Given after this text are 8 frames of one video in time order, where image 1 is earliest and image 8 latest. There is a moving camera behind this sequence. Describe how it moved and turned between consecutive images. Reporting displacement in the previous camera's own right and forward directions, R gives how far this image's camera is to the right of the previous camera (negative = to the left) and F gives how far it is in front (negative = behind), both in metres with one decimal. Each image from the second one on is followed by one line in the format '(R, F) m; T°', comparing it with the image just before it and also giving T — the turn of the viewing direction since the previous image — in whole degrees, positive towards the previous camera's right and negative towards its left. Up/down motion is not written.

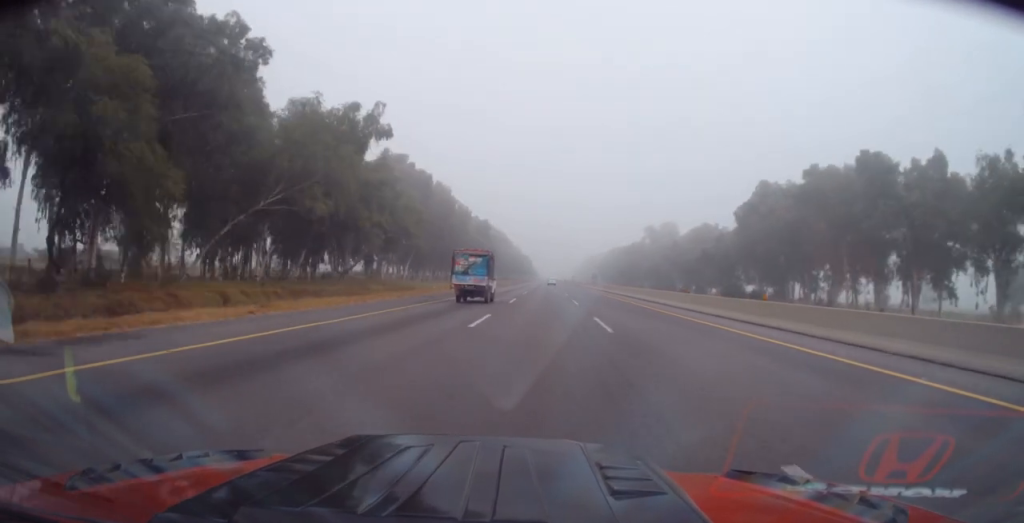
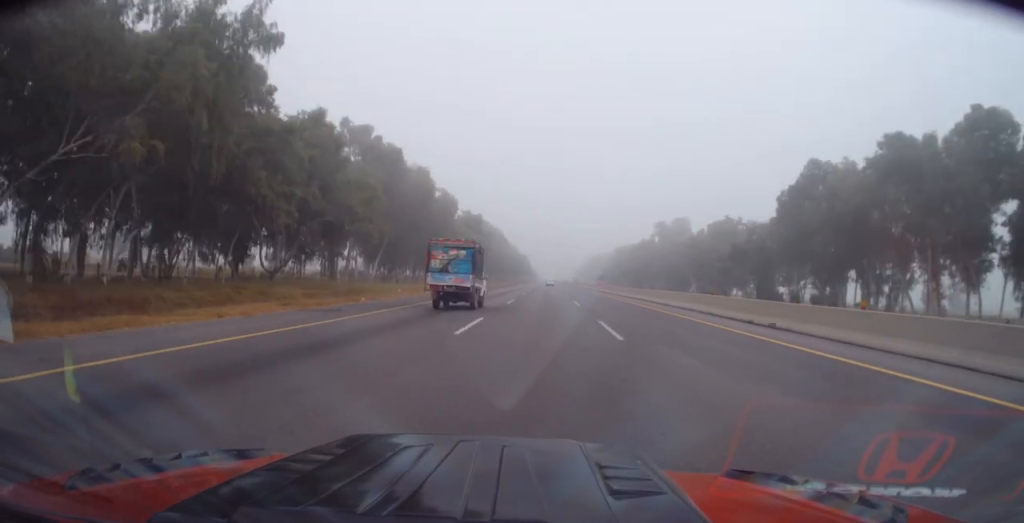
(-0.1, +20.1) m; -1°
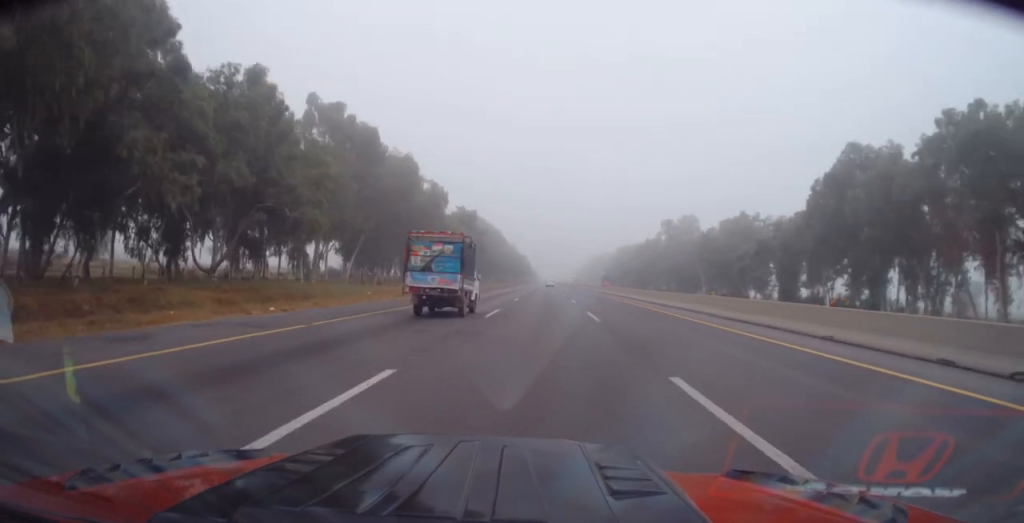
(-0.1, +11.4) m; 0°
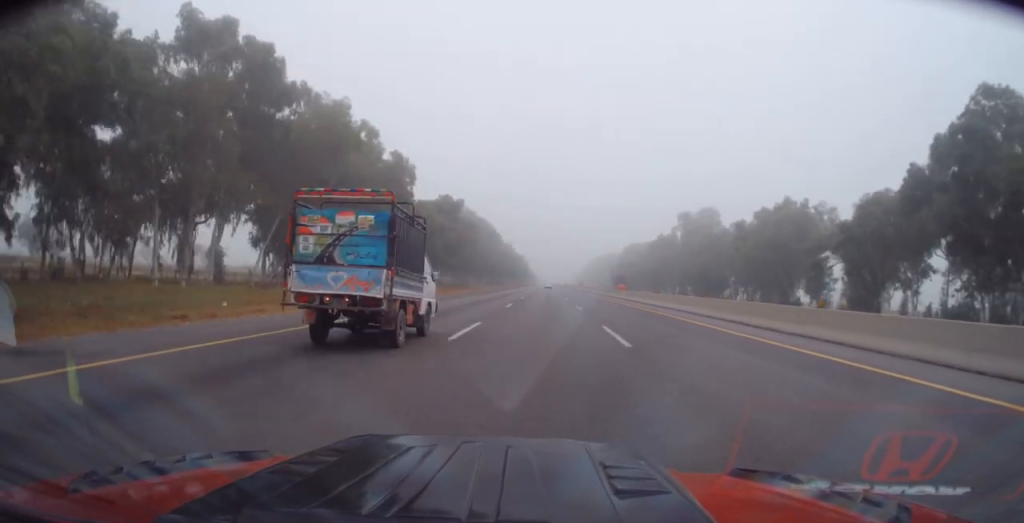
(-0.1, +25.3) m; 0°
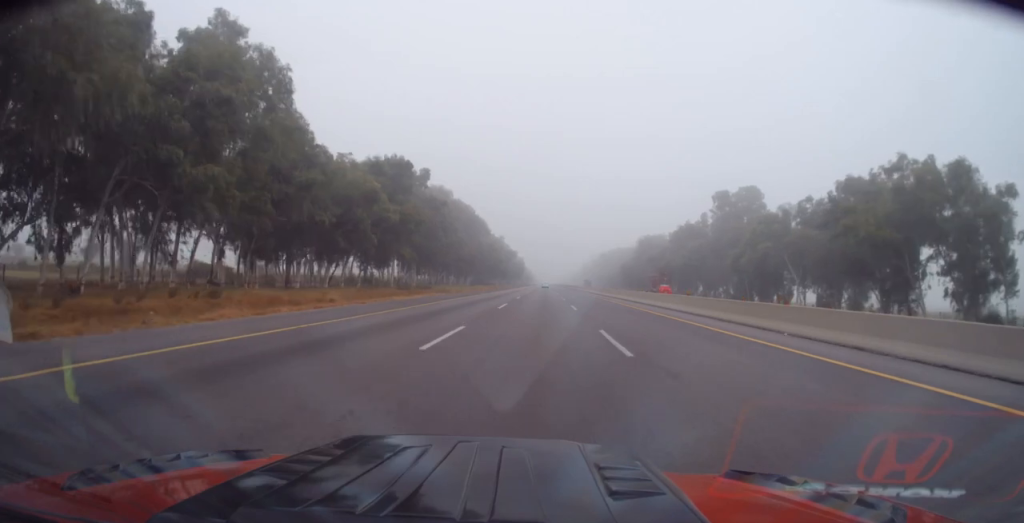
(+0.3, +37.3) m; 0°
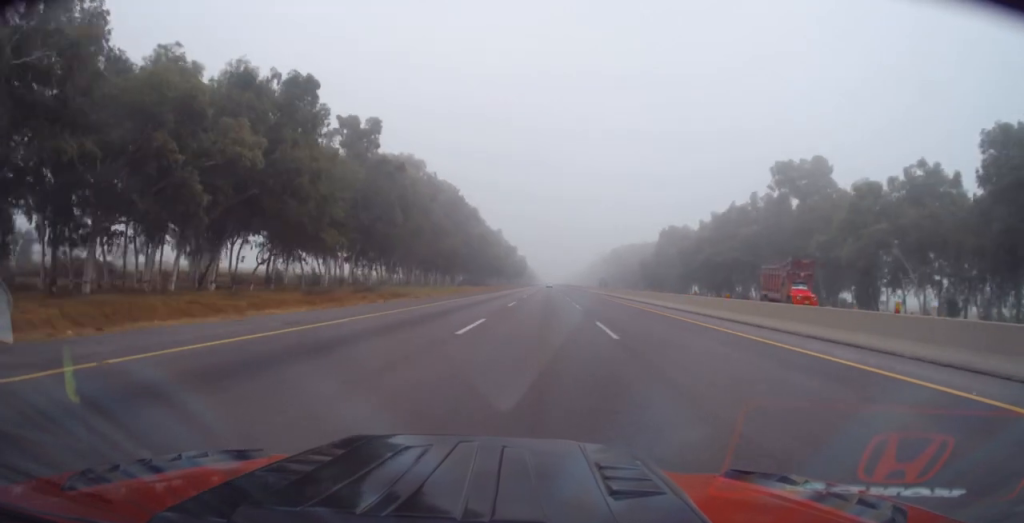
(-0.2, +32.2) m; 0°
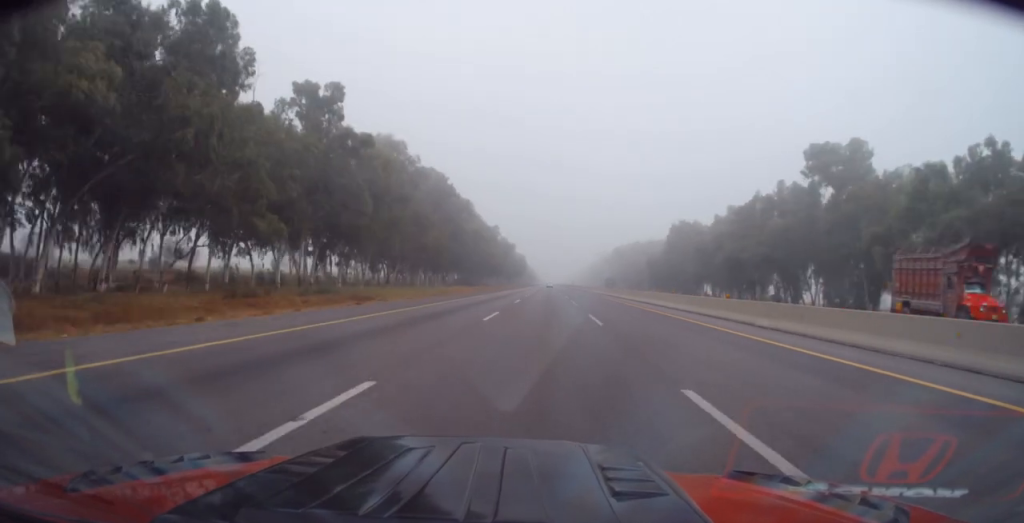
(+0.1, +13.0) m; 0°
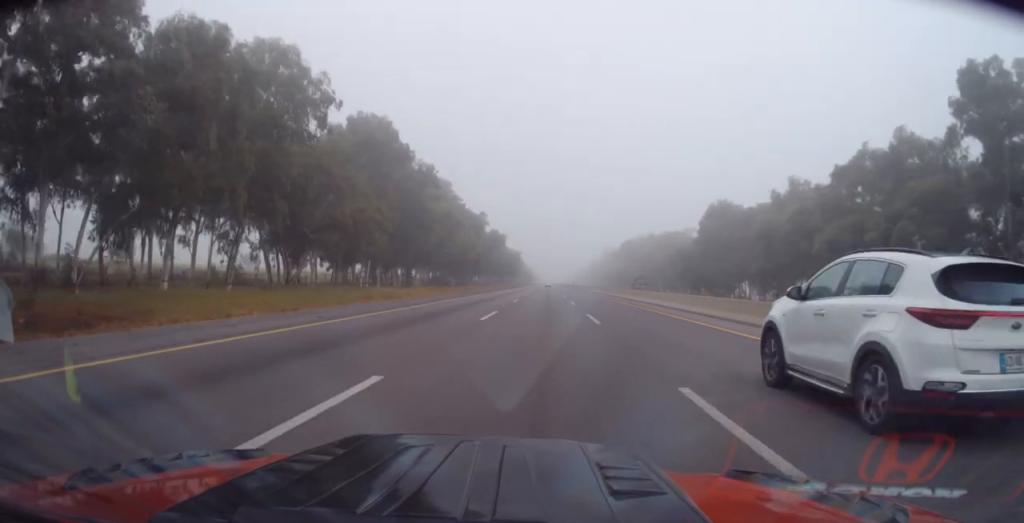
(+0.2, +35.6) m; 0°
